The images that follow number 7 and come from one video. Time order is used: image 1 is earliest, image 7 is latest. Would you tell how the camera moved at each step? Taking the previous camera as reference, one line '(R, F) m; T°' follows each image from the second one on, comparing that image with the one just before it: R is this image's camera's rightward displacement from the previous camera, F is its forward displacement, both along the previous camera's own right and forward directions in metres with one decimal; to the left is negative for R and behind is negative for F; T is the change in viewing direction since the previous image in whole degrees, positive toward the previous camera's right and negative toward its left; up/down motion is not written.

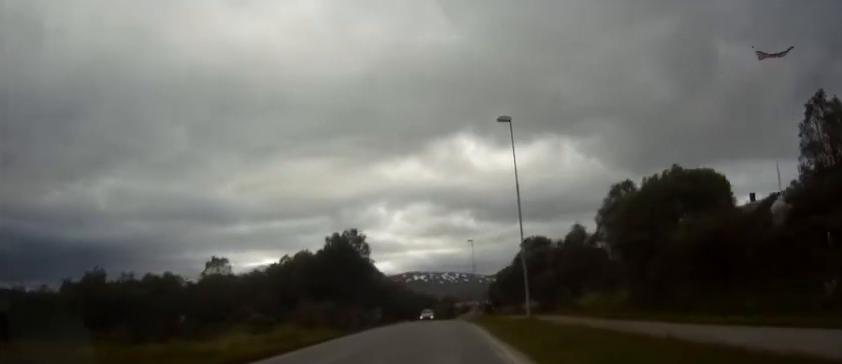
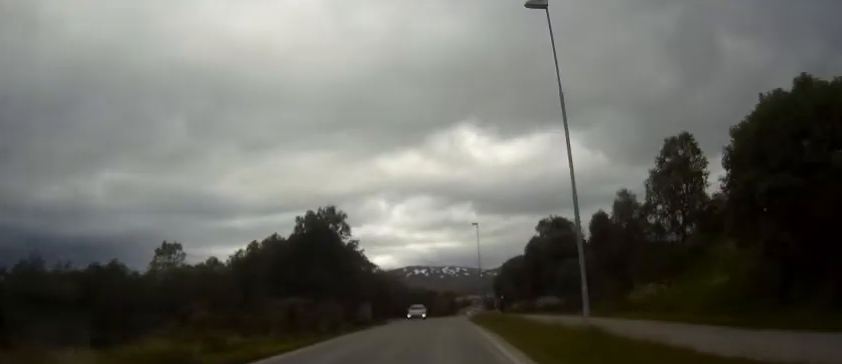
(0.0, +12.1) m; 0°
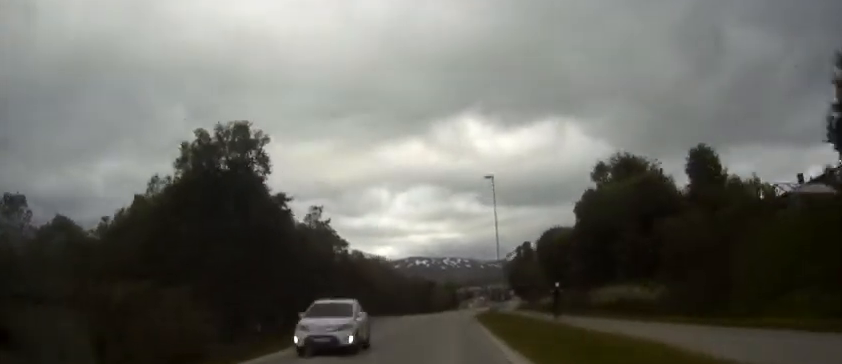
(0.0, +22.8) m; 0°
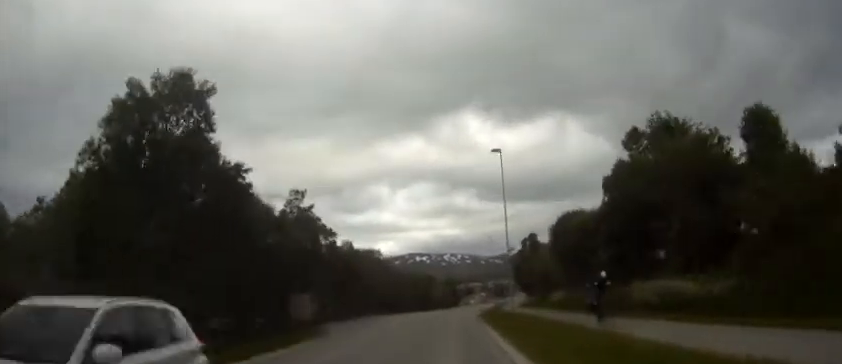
(0.0, +6.8) m; 0°
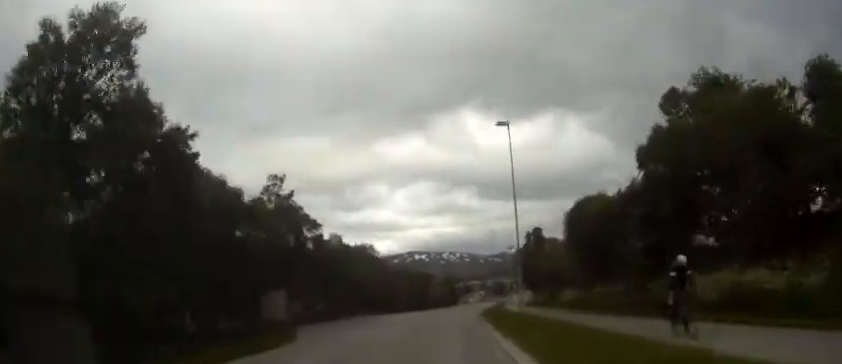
(0.0, +5.8) m; 0°
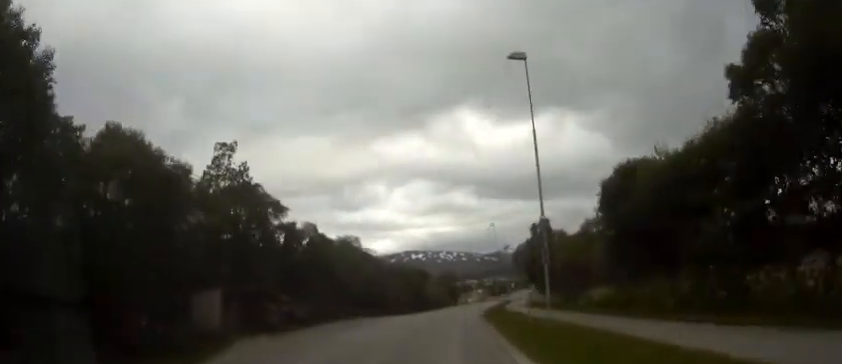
(0.0, +9.3) m; 0°
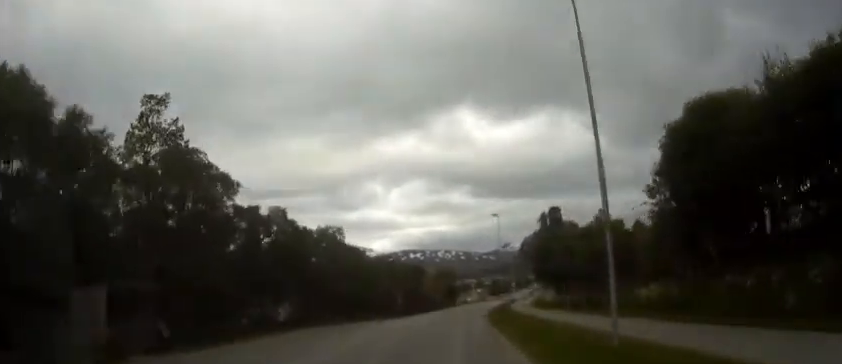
(0.0, +8.8) m; 0°
